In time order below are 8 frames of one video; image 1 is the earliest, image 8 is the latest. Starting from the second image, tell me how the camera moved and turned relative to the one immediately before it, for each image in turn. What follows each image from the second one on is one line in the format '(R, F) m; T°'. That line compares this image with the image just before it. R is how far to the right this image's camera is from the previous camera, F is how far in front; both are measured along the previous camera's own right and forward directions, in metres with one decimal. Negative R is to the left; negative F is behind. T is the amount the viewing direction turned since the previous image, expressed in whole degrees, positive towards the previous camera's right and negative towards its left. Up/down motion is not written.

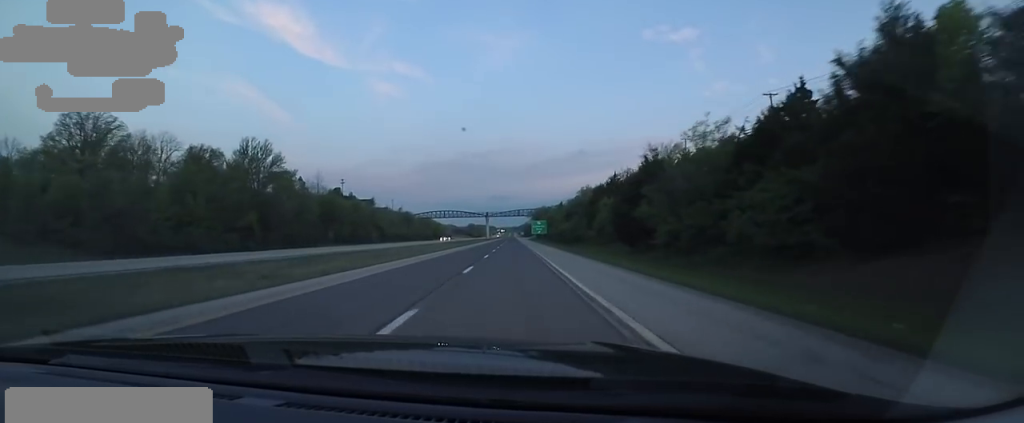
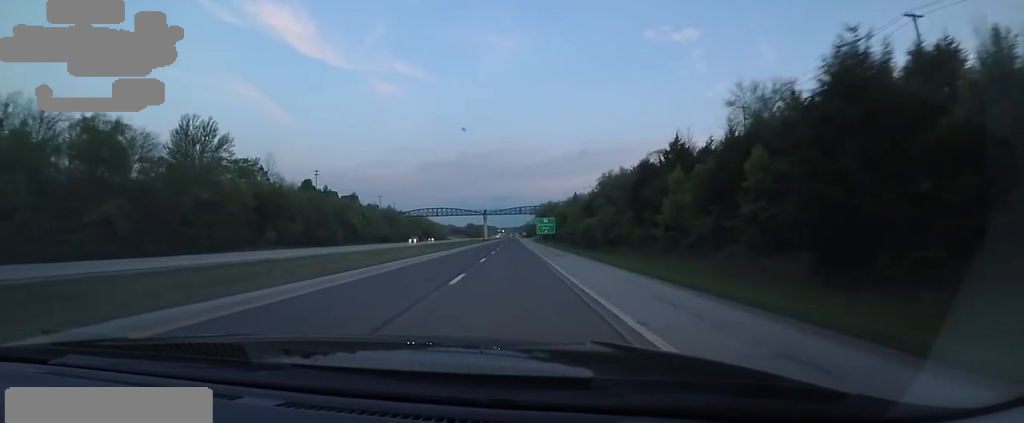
(0.0, +28.8) m; +2°
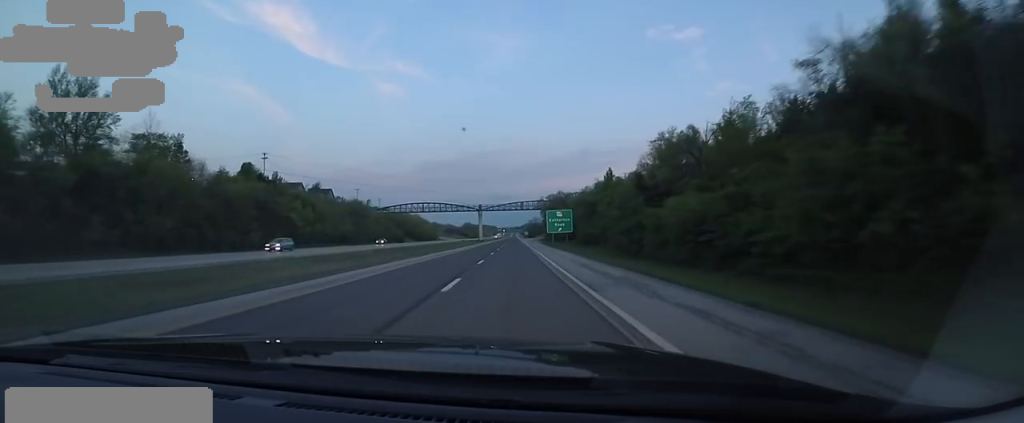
(+0.9, +38.6) m; 0°
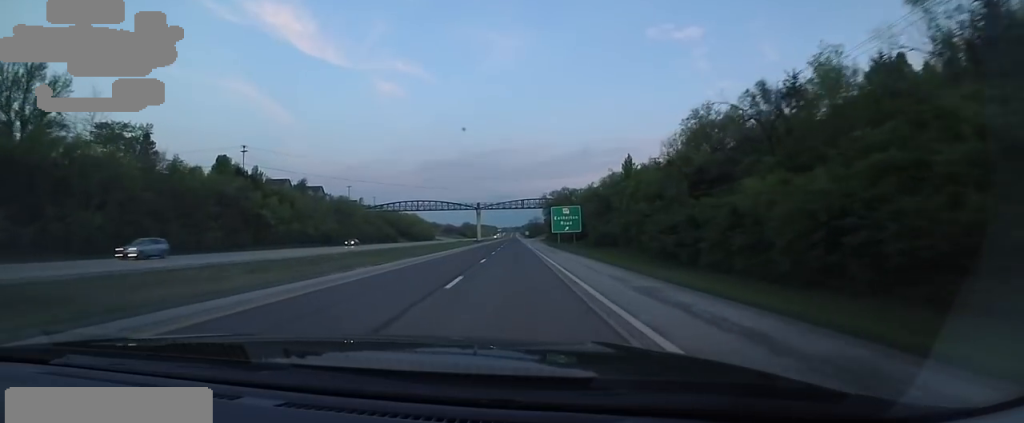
(0.0, +11.2) m; -1°
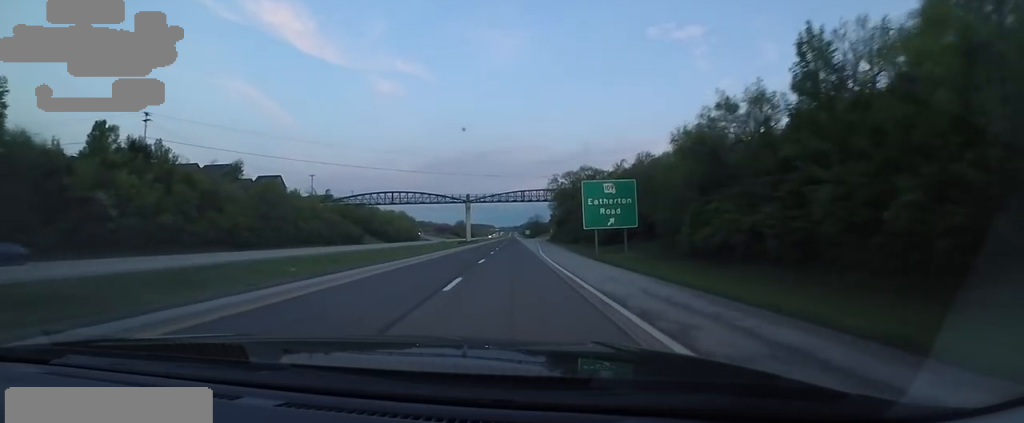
(-0.7, +37.5) m; +1°
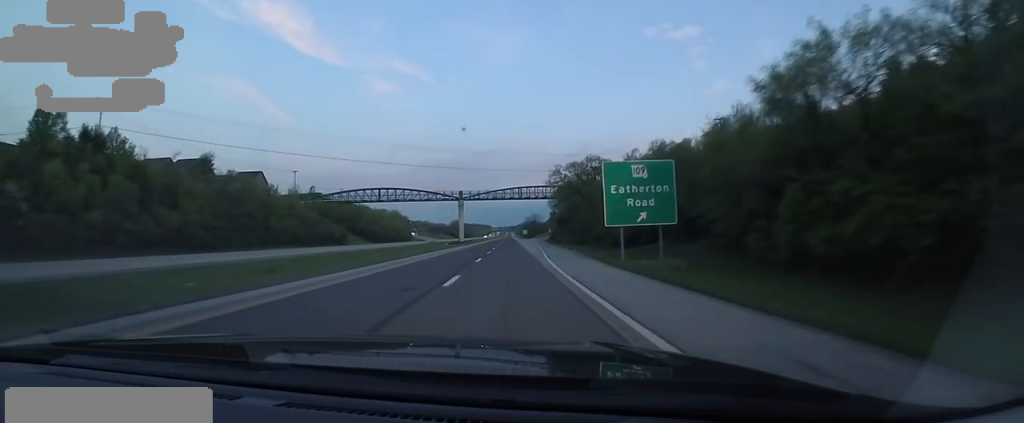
(-0.3, +11.5) m; +1°
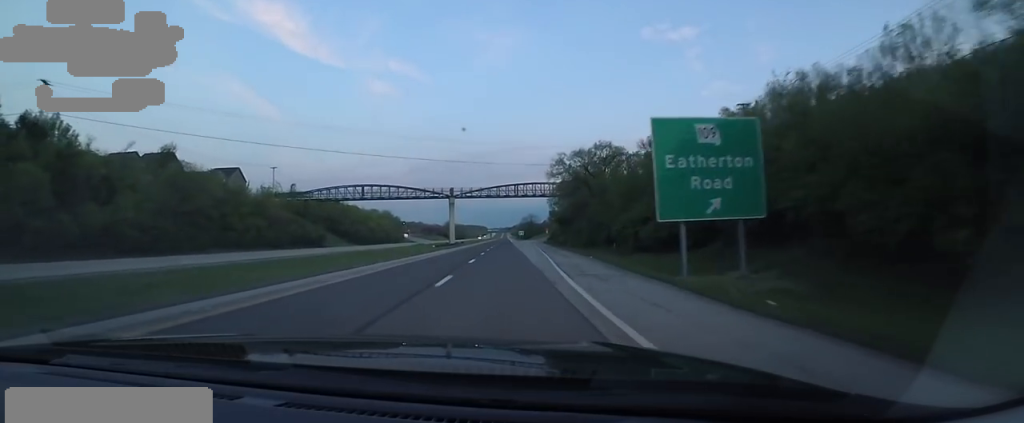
(+0.6, +12.6) m; 0°
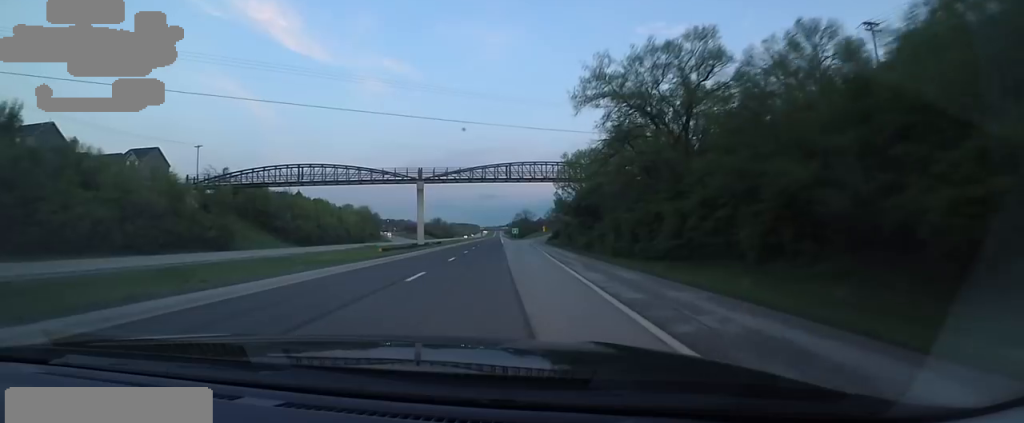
(-0.6, +36.5) m; 0°
